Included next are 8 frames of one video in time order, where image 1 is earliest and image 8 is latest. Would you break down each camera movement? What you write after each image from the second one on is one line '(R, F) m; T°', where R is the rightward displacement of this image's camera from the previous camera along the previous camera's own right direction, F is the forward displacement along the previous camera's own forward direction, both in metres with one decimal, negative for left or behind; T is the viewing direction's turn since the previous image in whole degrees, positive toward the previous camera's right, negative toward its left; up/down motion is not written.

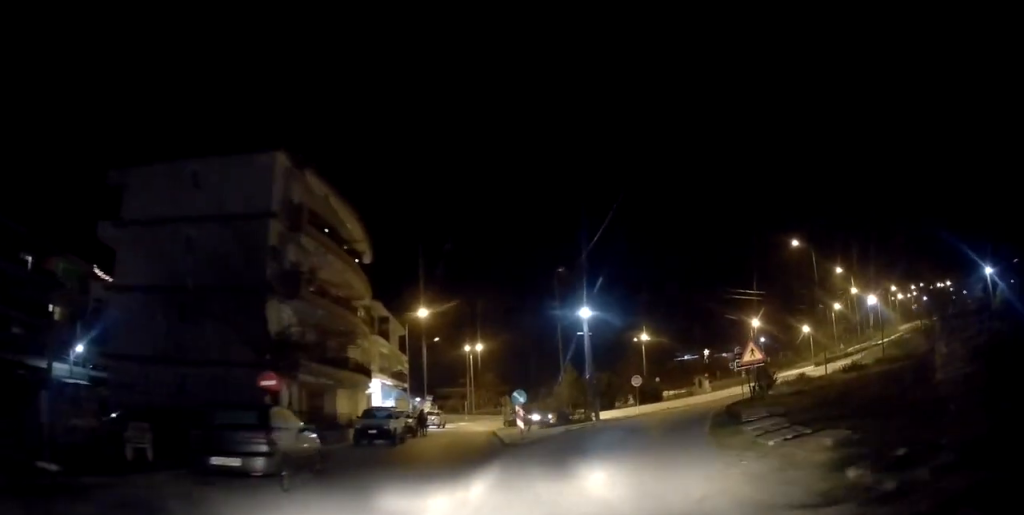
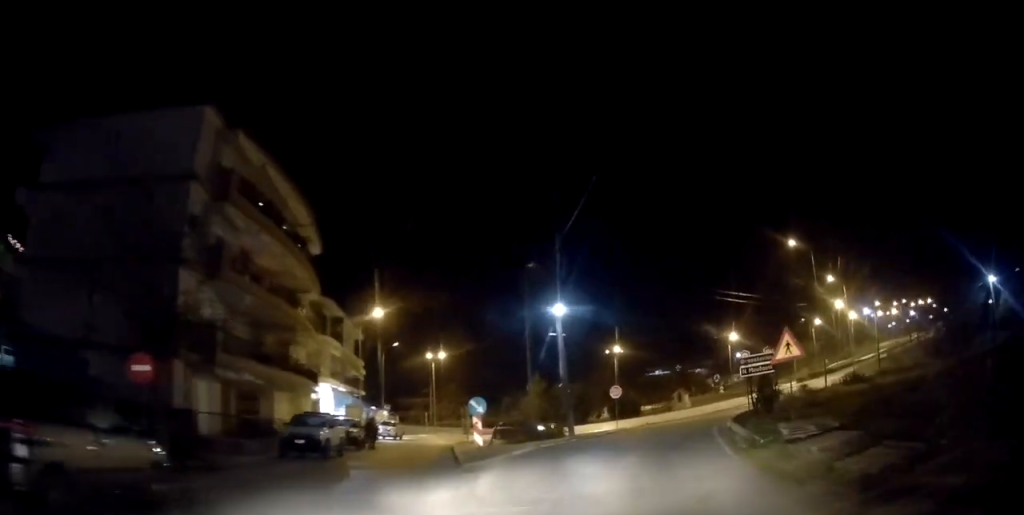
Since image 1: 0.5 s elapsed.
(-0.2, +4.4) m; 0°
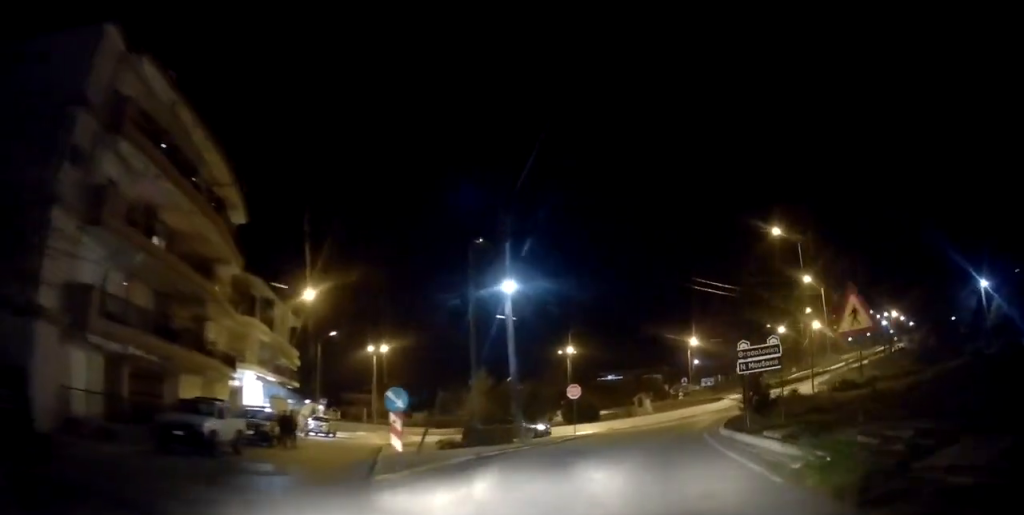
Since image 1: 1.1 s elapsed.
(+0.1, +4.6) m; +4°
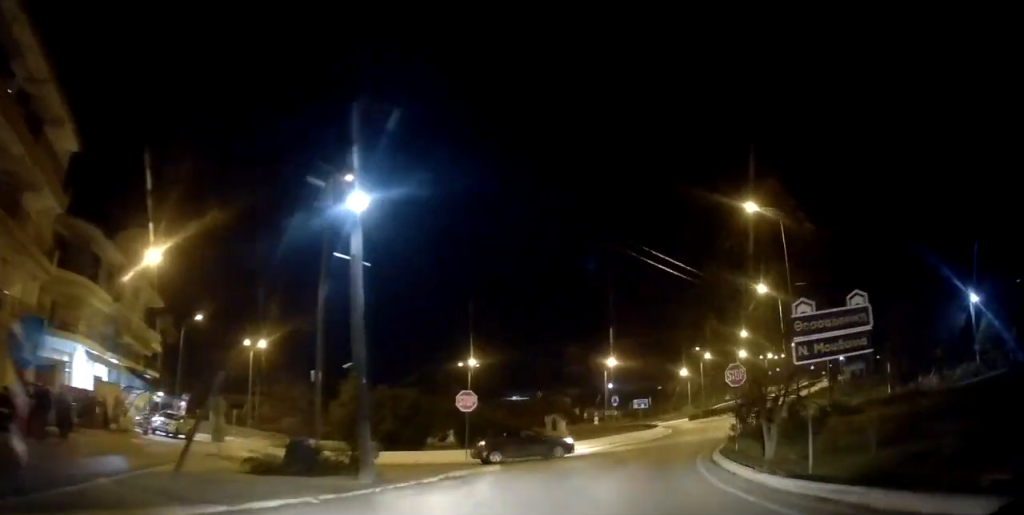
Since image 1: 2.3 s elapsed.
(+1.0, +9.0) m; +12°
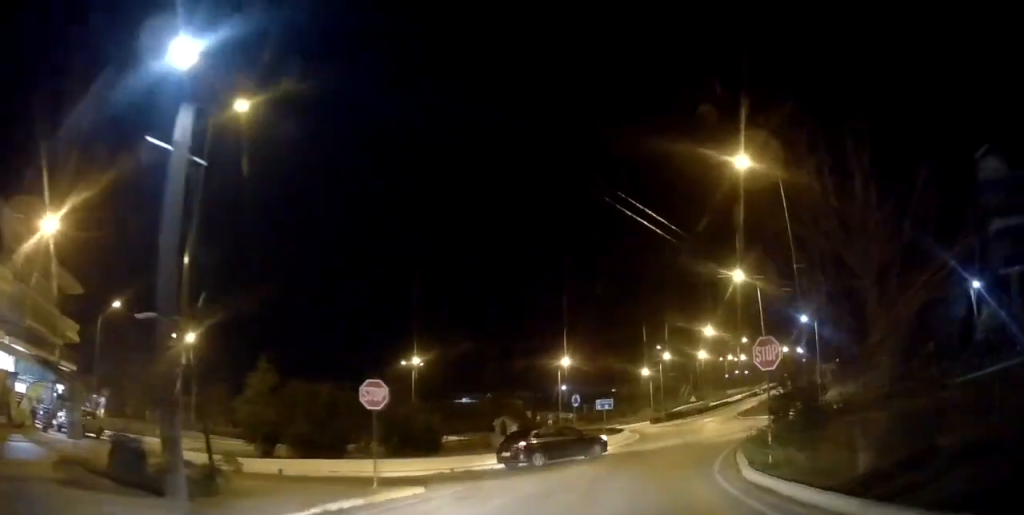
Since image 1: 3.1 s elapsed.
(+0.3, +5.5) m; +5°
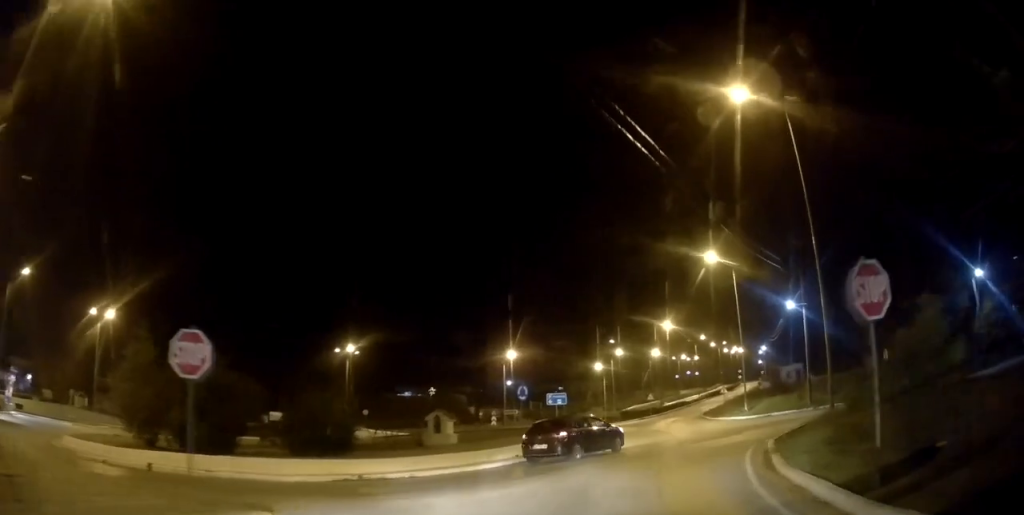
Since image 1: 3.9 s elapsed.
(+0.1, +5.3) m; +3°
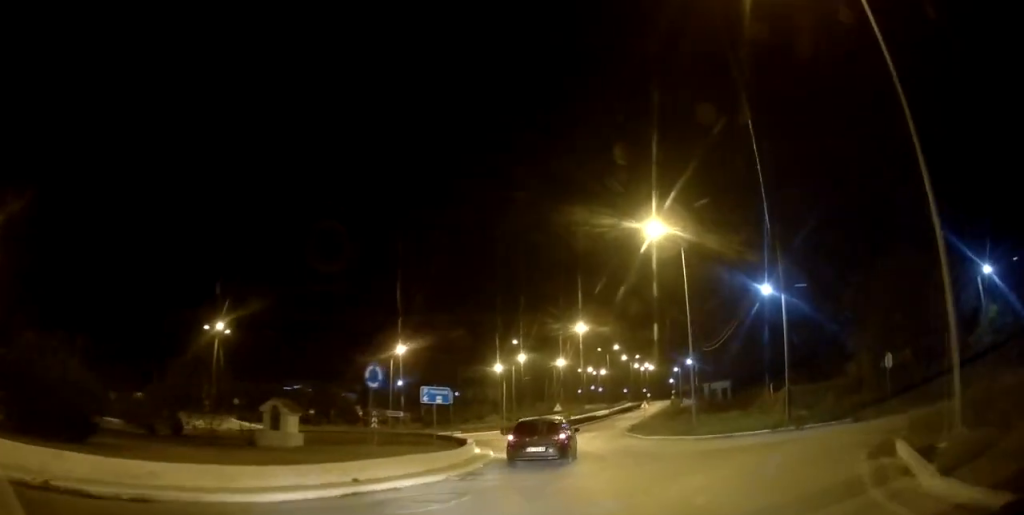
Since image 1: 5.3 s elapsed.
(+0.9, +8.7) m; +13°
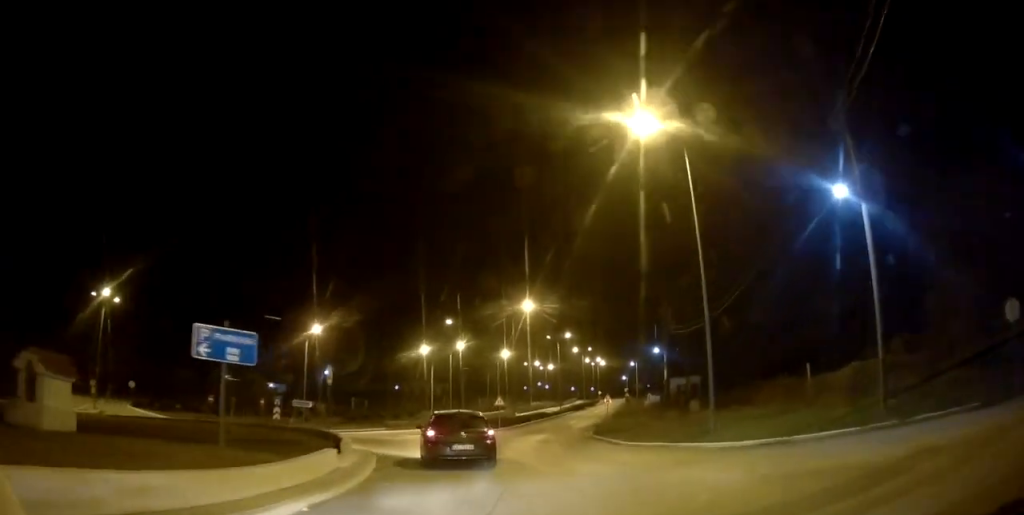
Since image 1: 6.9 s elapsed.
(+0.6, +9.7) m; +3°
